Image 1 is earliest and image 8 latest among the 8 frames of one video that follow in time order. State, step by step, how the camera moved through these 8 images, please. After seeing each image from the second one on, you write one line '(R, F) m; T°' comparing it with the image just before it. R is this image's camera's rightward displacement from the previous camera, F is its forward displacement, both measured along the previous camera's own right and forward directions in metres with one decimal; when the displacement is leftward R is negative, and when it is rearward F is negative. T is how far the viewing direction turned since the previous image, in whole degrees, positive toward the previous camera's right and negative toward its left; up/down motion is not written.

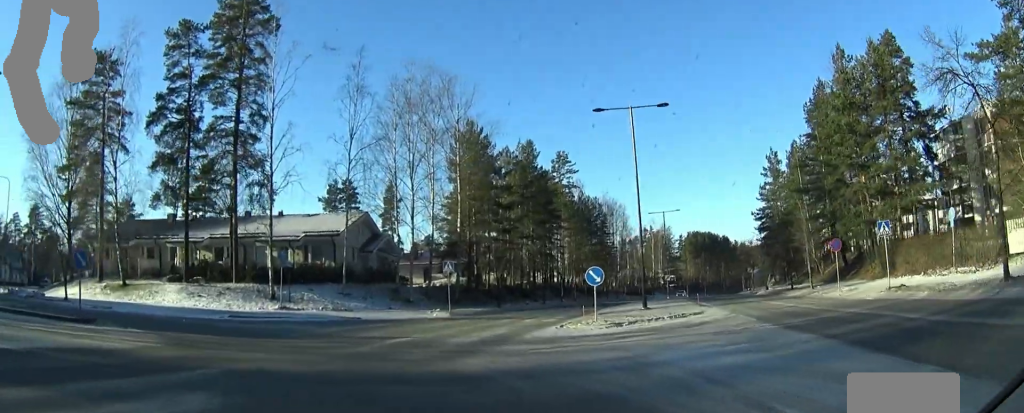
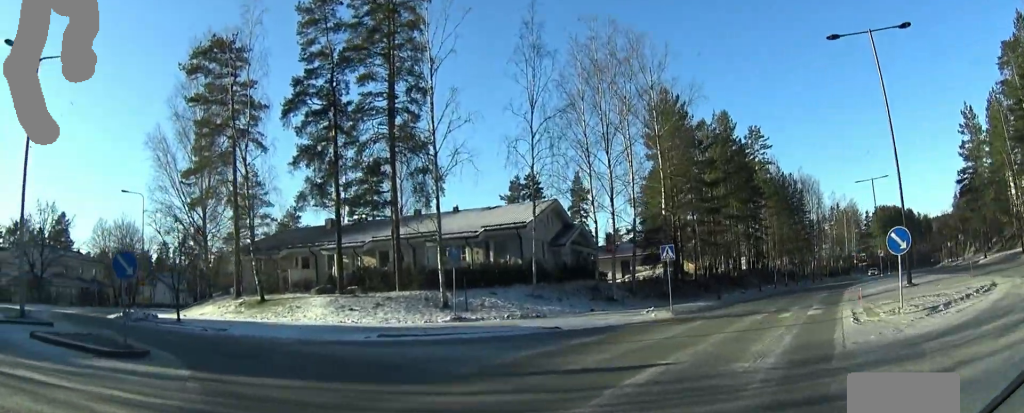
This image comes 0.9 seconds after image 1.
(-0.1, +7.6) m; -10°
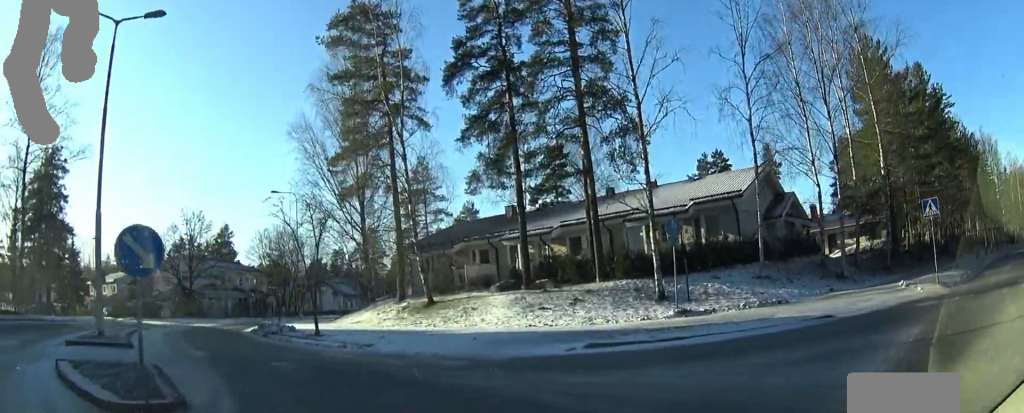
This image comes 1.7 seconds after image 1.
(-1.1, +6.2) m; -9°
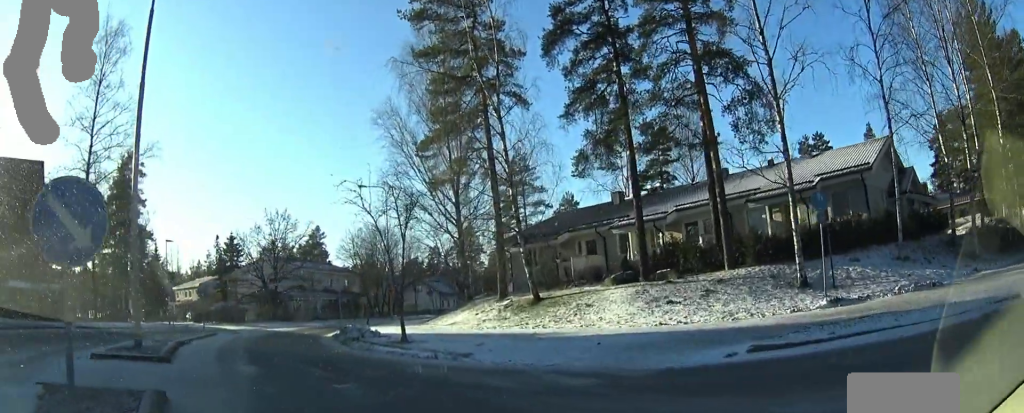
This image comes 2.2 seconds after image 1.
(-0.2, +3.5) m; -5°
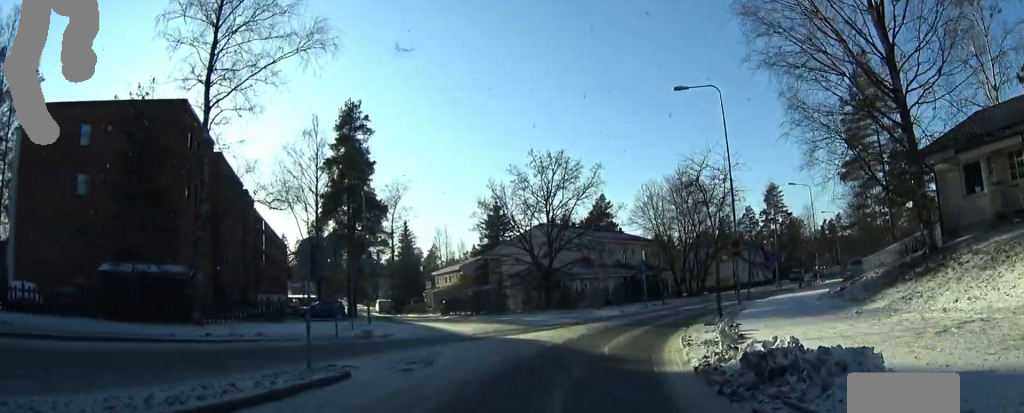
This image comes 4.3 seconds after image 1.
(-3.7, +16.6) m; -24°
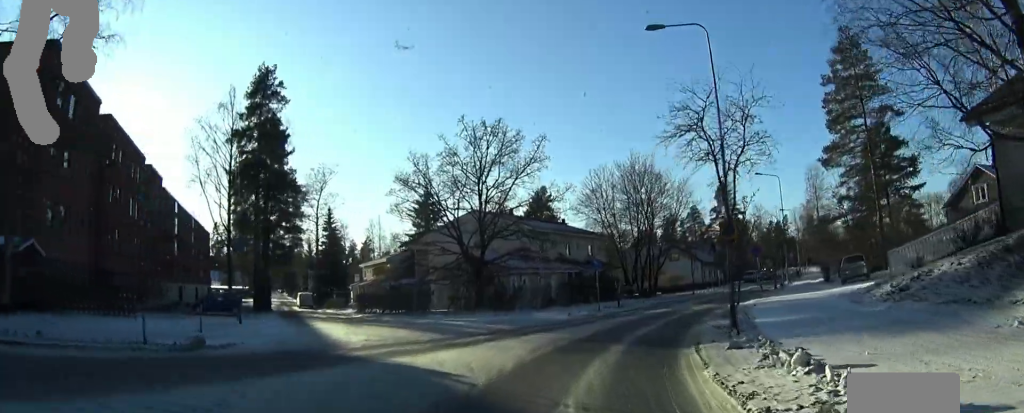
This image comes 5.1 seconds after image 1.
(+0.1, +6.6) m; -6°
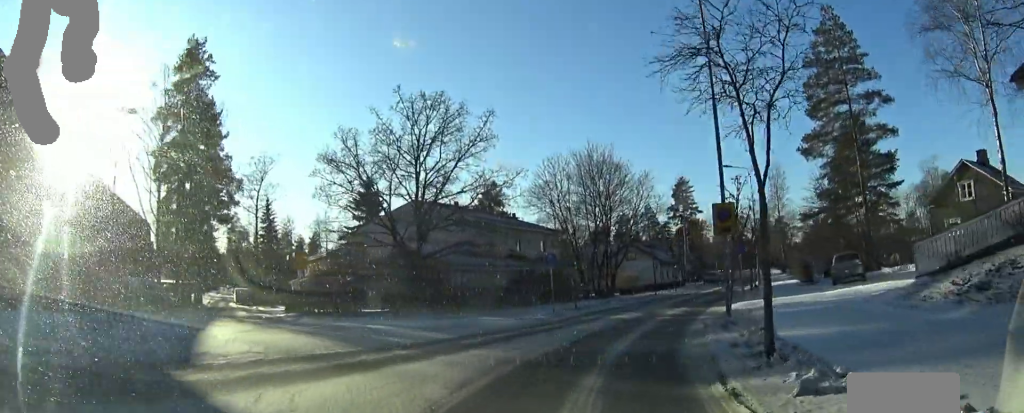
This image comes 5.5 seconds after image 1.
(-0.6, +4.4) m; +1°
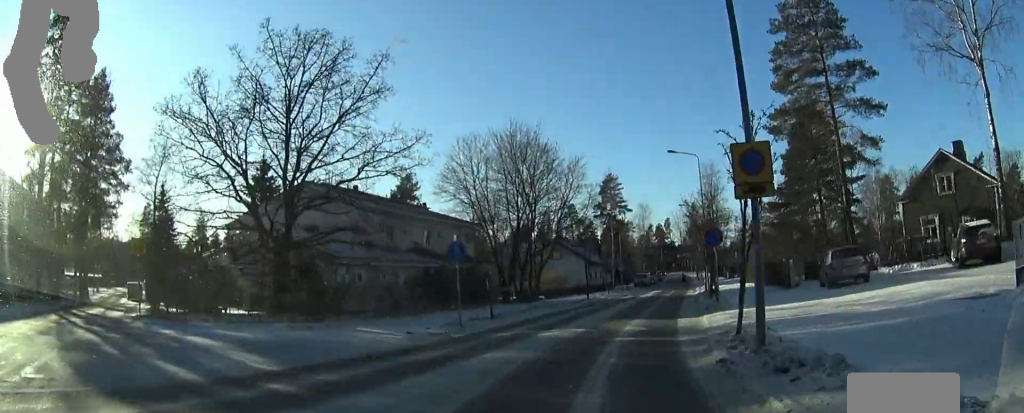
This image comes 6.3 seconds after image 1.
(-0.1, +6.9) m; +5°
